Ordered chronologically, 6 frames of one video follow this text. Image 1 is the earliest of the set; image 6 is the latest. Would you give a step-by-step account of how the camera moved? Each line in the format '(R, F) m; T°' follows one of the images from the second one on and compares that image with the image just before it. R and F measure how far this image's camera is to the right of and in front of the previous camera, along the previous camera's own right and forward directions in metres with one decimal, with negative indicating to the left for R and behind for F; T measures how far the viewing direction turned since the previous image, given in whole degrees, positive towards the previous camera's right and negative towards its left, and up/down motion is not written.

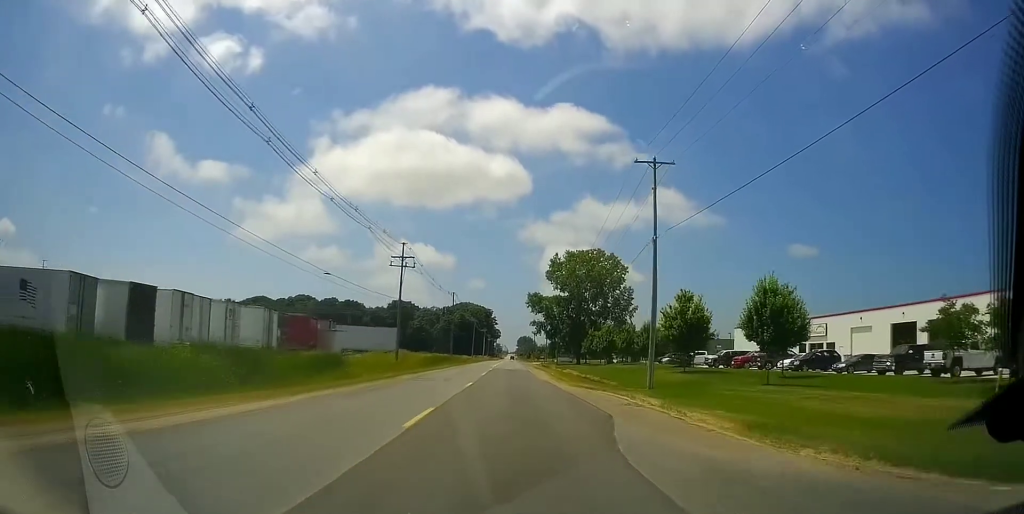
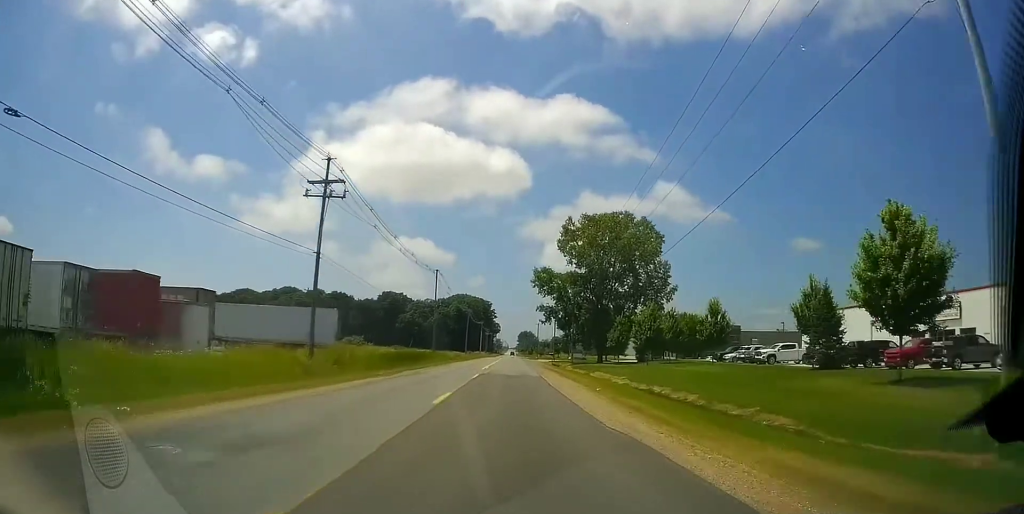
(-0.5, +26.3) m; -1°
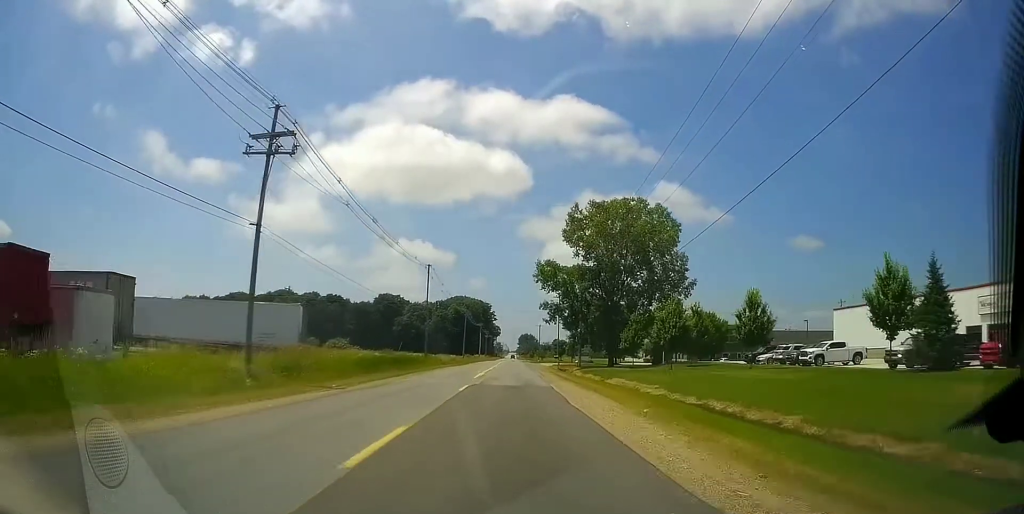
(-0.3, +8.9) m; 0°
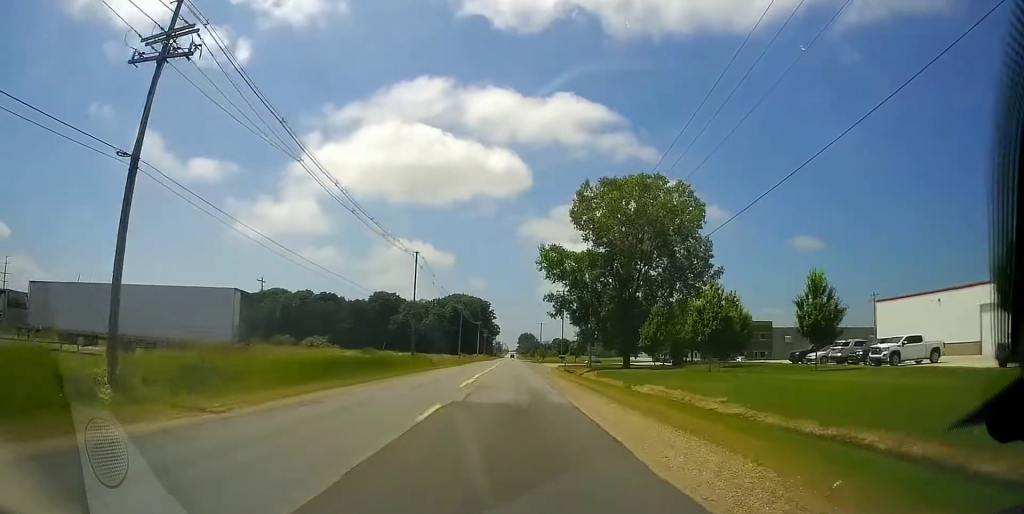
(+0.4, +10.3) m; +1°
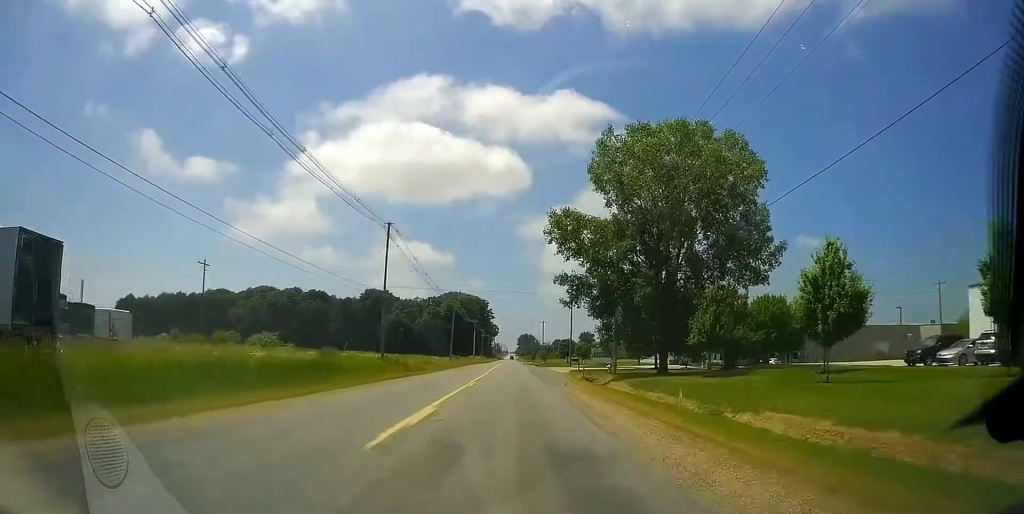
(+0.3, +16.0) m; +1°
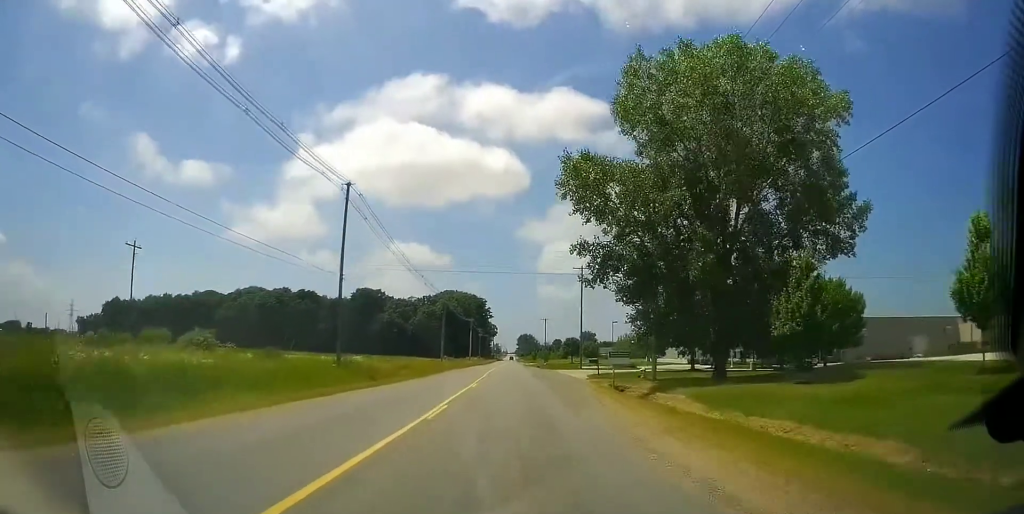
(0.0, +14.1) m; -1°
